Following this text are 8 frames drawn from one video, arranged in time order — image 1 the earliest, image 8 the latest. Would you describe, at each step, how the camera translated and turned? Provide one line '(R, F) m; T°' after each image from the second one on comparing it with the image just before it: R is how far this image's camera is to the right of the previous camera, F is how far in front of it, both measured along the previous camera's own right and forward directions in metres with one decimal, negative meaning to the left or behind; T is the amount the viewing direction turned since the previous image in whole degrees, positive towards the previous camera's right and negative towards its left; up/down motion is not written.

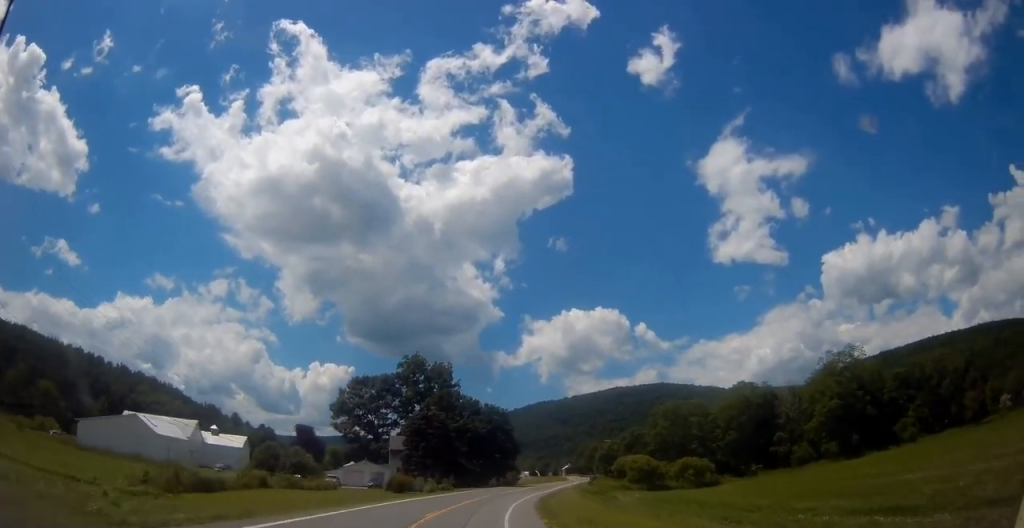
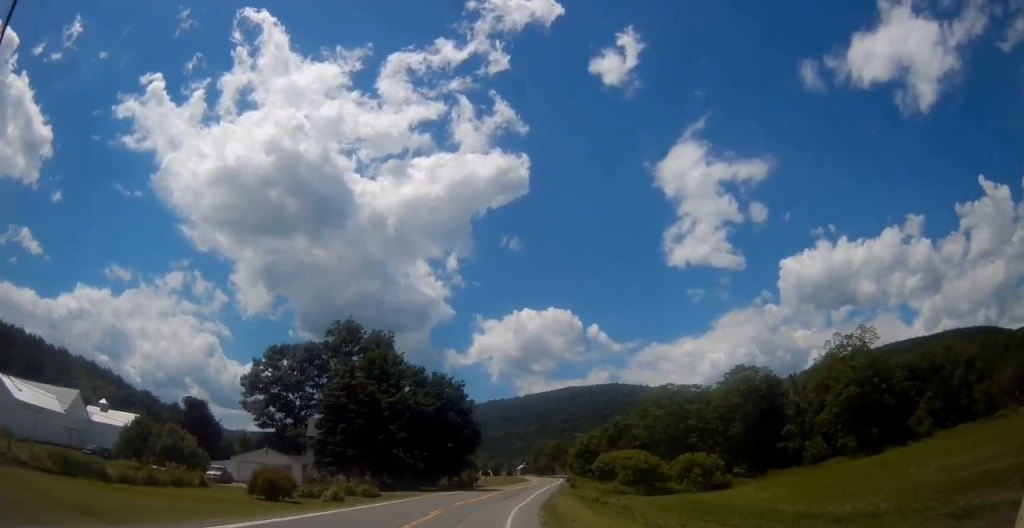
(+0.7, +23.8) m; +5°
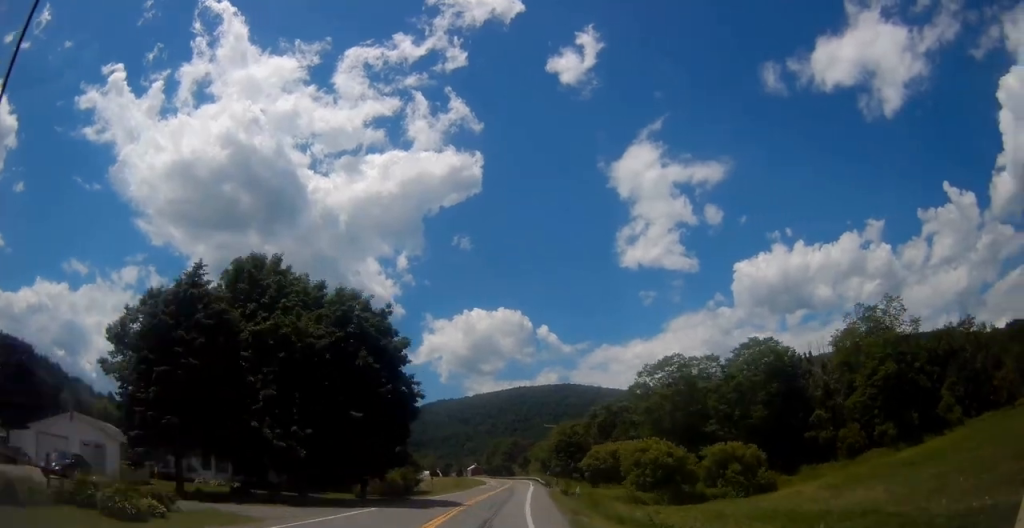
(+1.6, +26.1) m; +6°
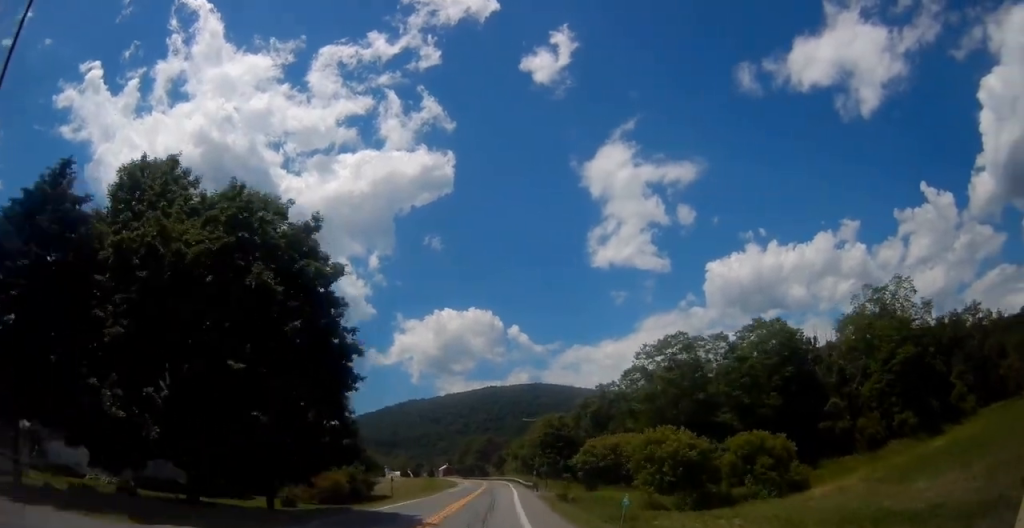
(+0.1, +11.5) m; +2°
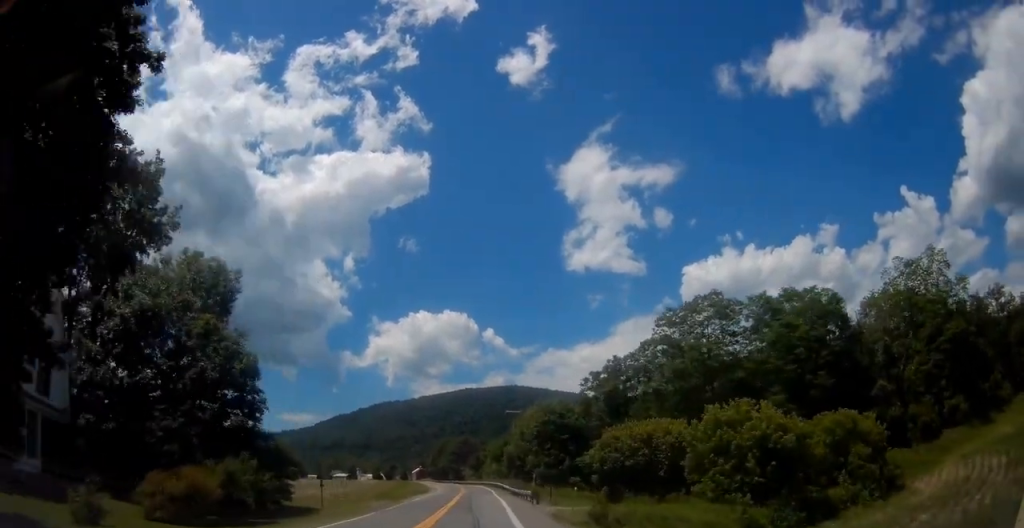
(+0.3, +16.2) m; +2°
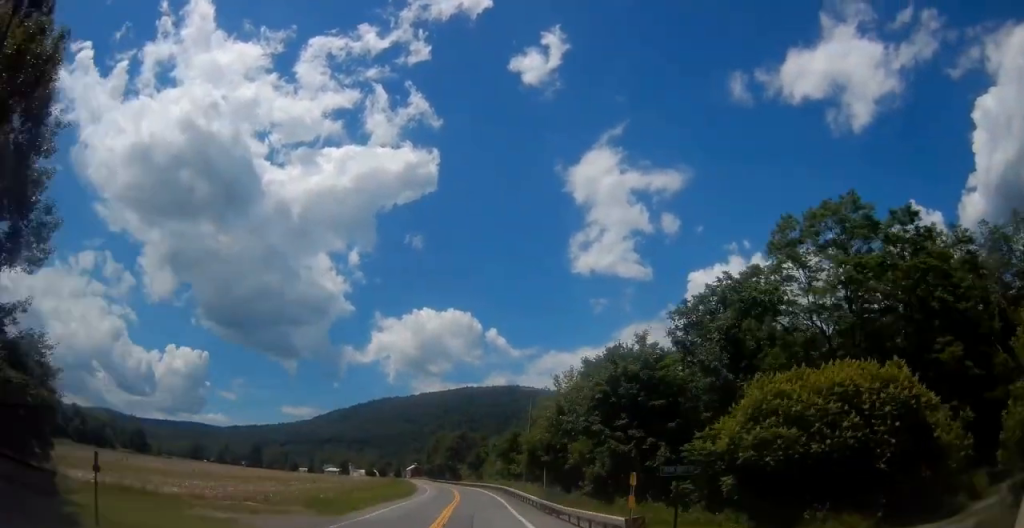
(+0.6, +20.8) m; +2°
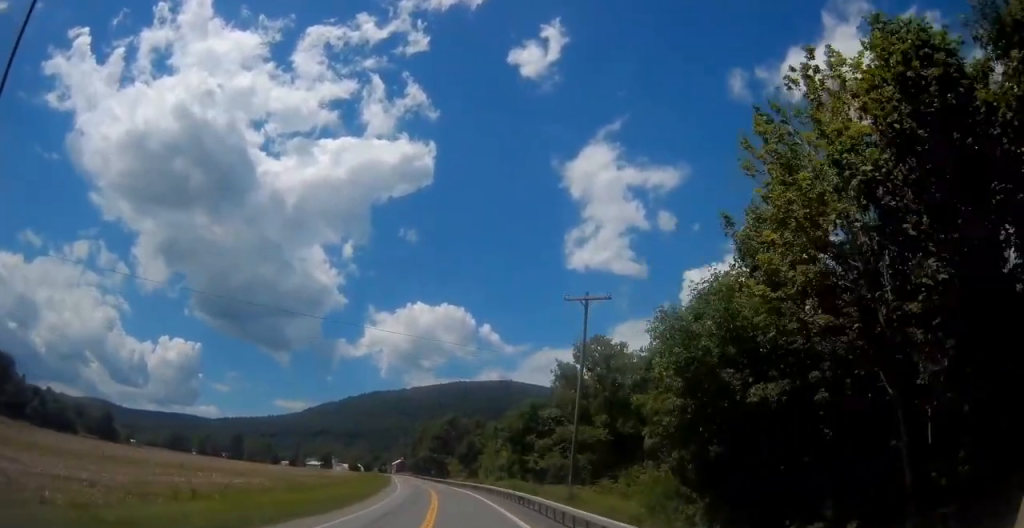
(+0.5, +27.8) m; +1°
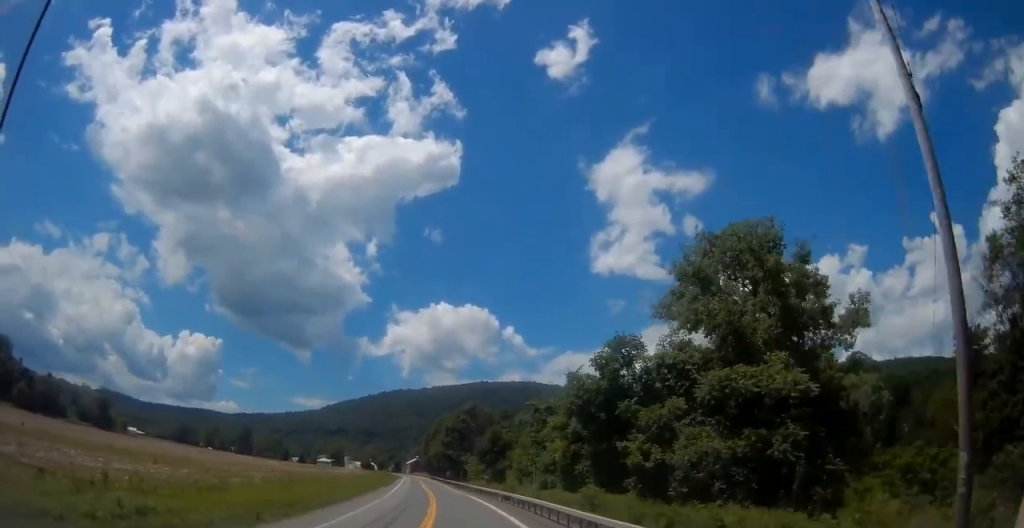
(0.0, +21.6) m; -1°
